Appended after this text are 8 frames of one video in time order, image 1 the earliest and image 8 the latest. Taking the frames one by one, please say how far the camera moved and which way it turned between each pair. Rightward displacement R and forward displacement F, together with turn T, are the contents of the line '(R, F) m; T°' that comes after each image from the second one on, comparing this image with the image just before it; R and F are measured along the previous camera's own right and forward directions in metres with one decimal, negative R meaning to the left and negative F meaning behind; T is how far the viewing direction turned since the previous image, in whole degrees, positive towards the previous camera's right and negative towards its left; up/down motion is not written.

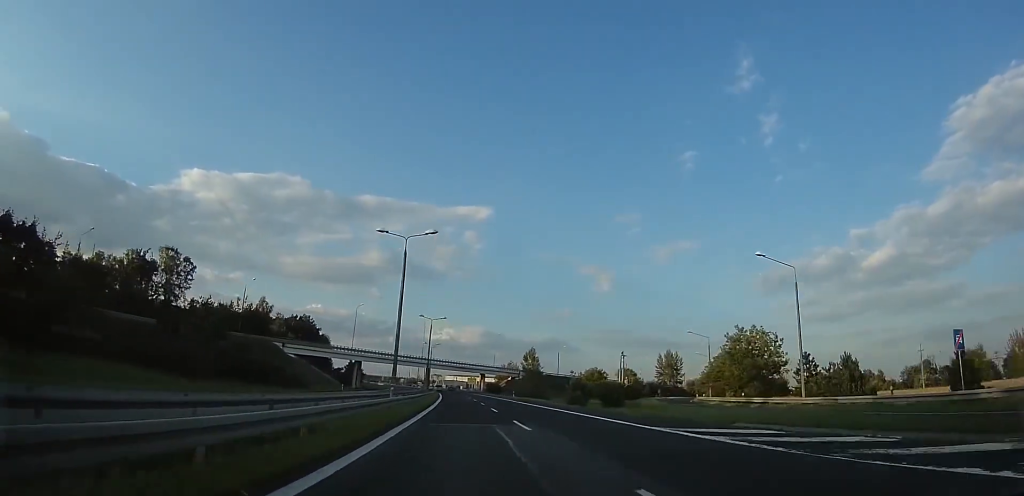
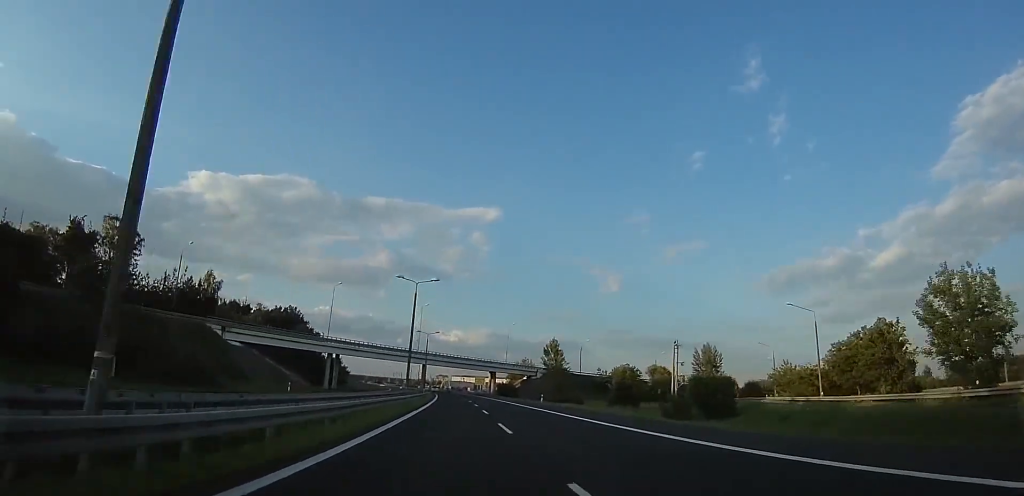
(-0.4, +24.5) m; -1°
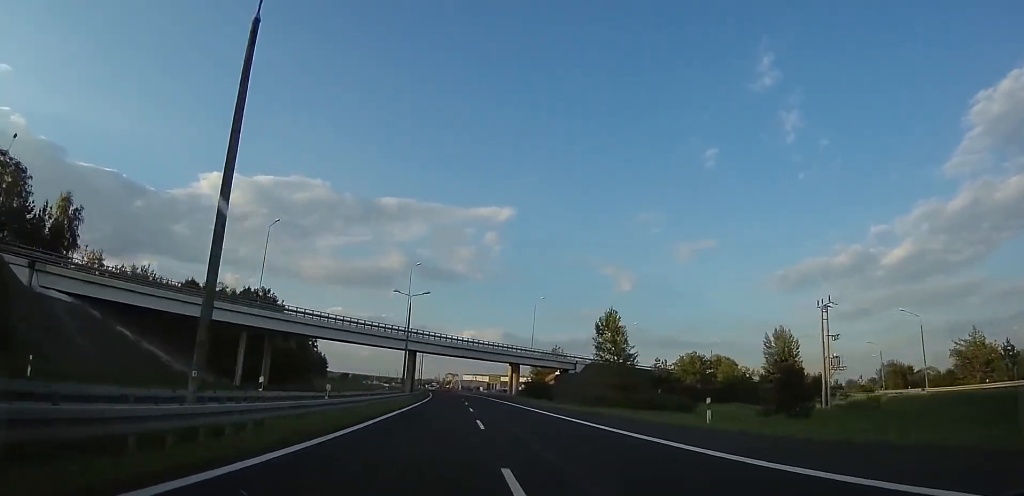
(-0.1, +34.1) m; -1°
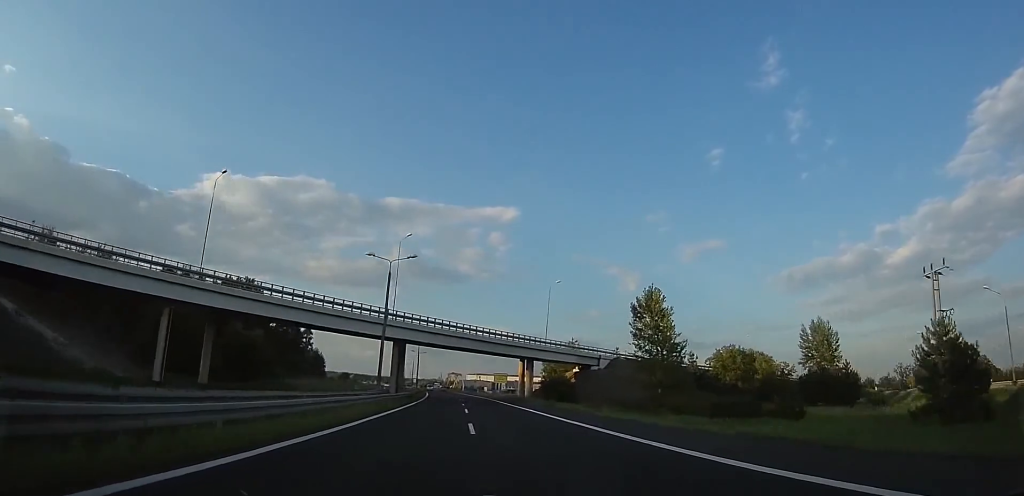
(+0.1, +13.7) m; -1°
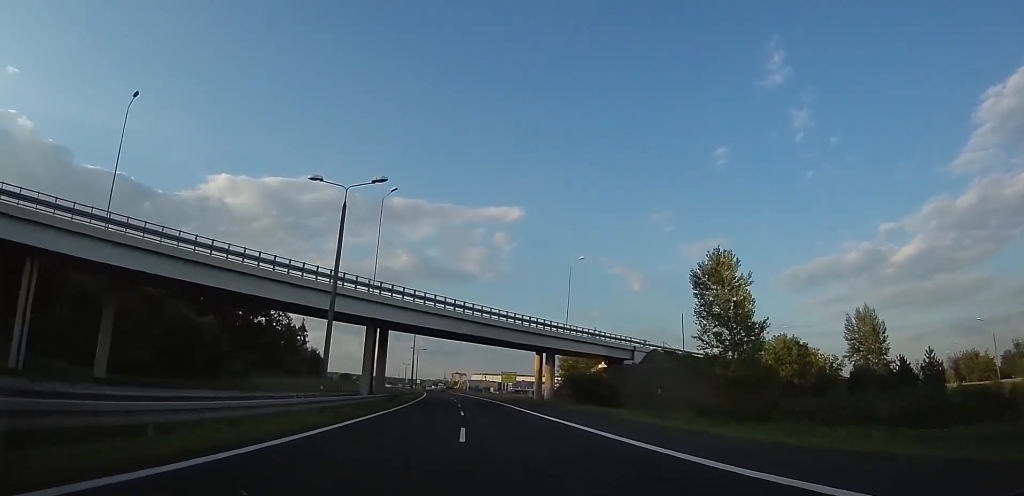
(-0.1, +13.8) m; -1°
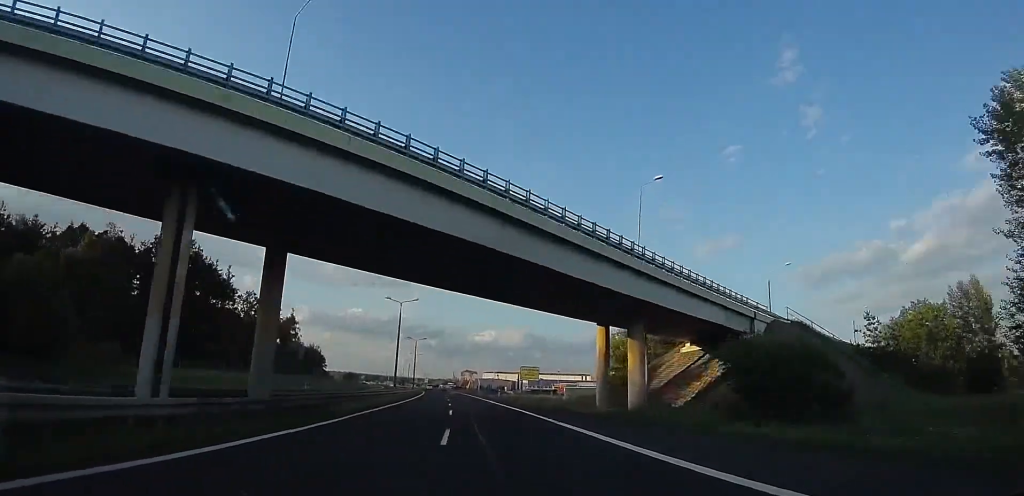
(-0.4, +24.7) m; -1°
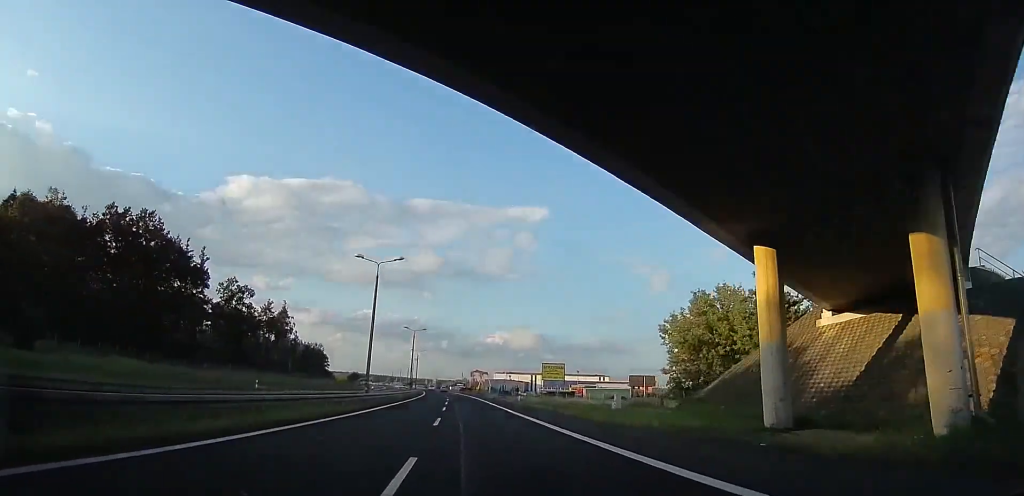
(0.0, +17.7) m; -1°
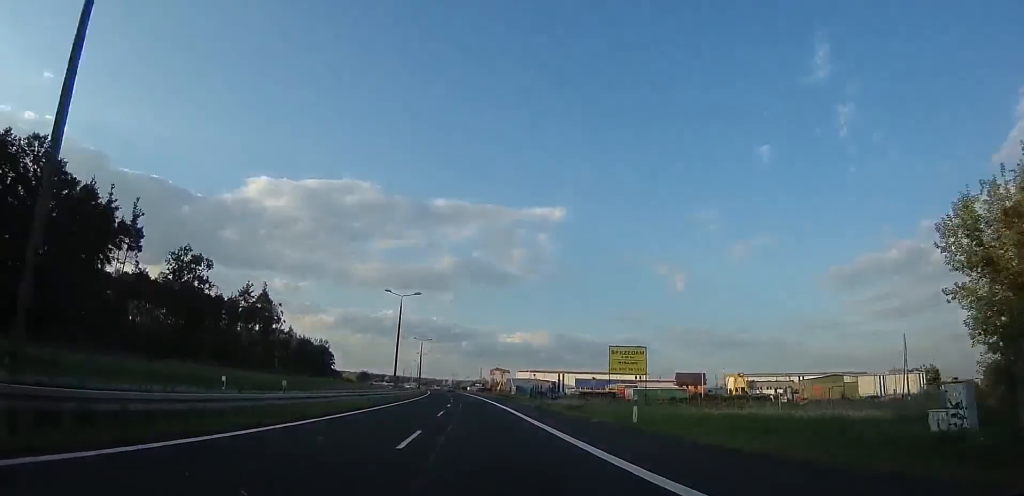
(-0.5, +30.7) m; -3°
